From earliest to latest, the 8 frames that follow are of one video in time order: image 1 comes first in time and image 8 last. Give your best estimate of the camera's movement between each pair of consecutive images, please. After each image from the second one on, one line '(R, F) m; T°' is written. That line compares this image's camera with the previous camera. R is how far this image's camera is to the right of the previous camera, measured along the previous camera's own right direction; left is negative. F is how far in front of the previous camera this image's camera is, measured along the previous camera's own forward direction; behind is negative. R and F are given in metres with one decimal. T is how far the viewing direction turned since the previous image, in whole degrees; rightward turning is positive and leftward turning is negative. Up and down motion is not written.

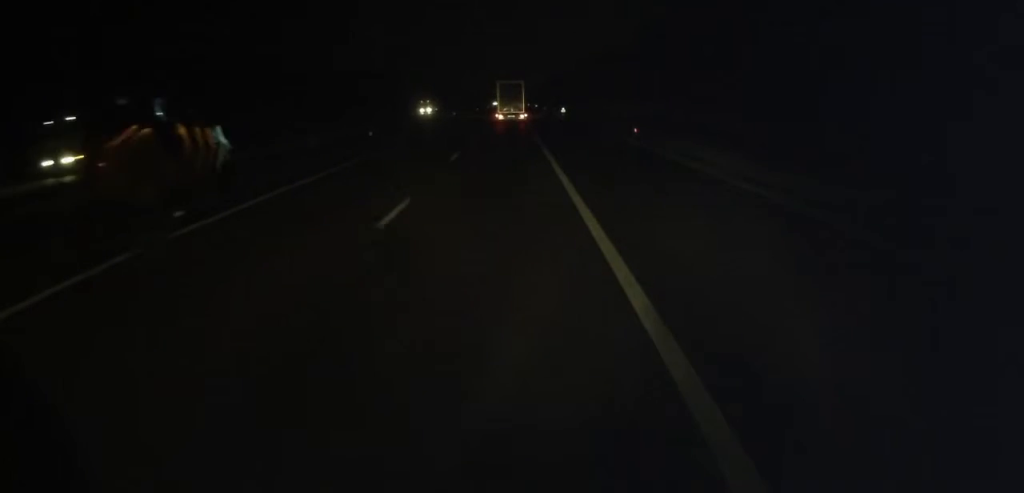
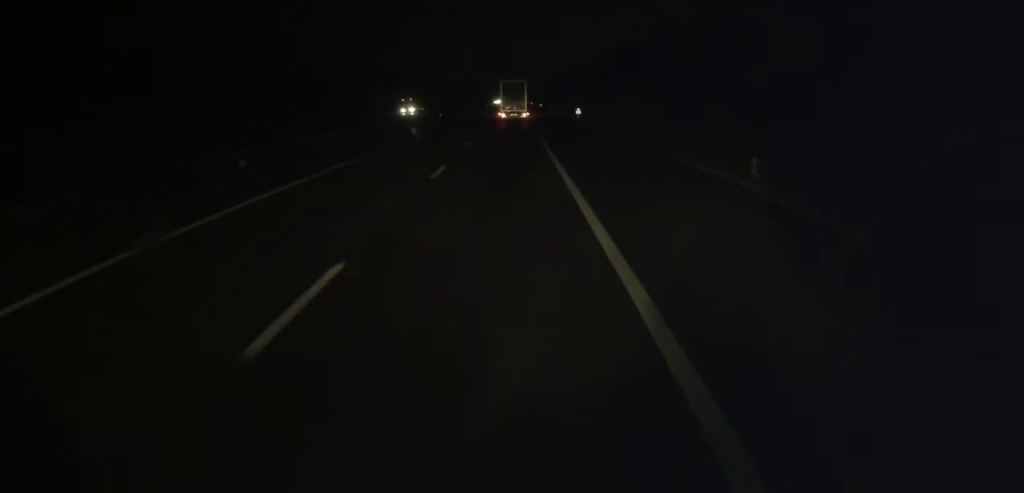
(0.0, +17.7) m; 0°
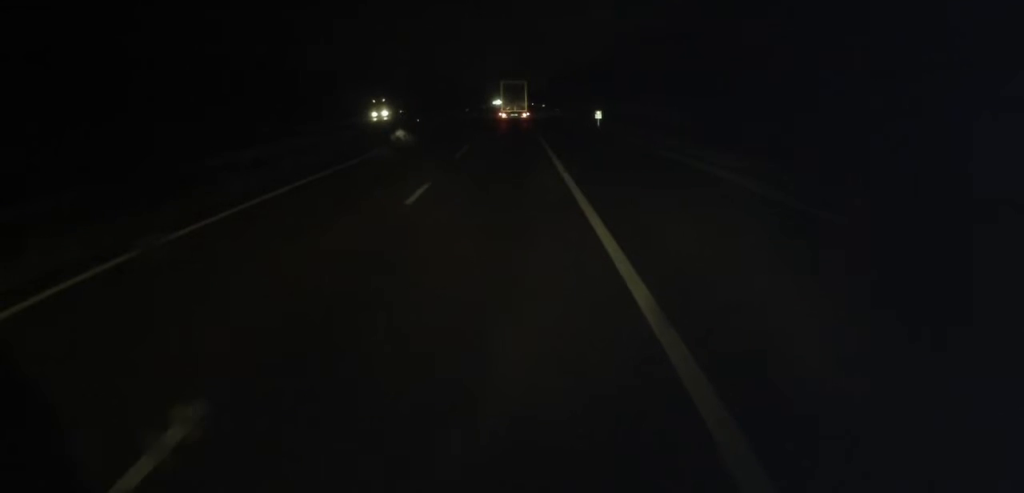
(0.0, +16.1) m; 0°
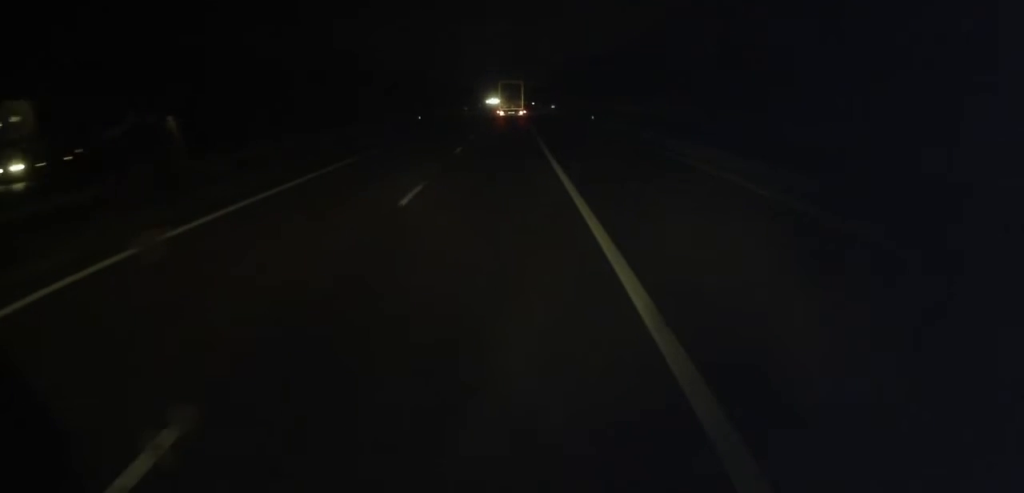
(-0.2, +48.3) m; -1°
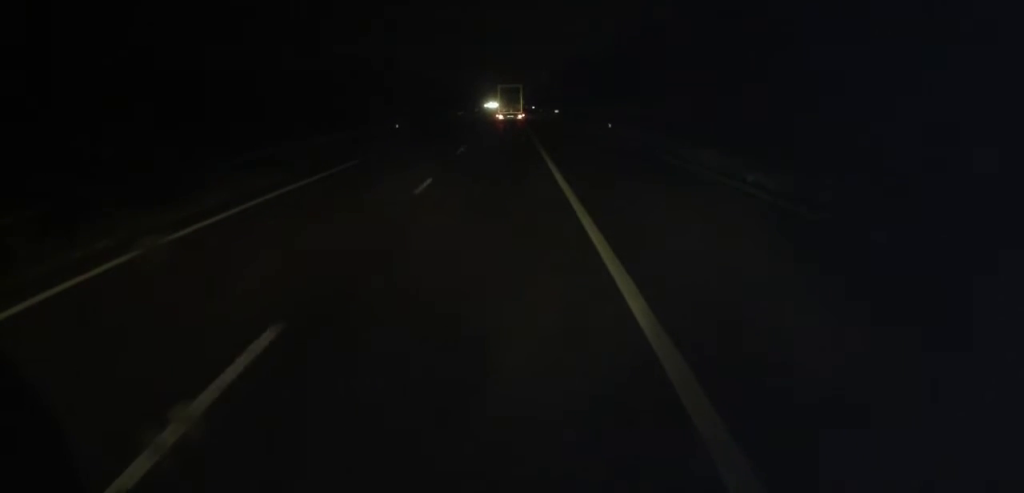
(-0.2, +10.0) m; 0°
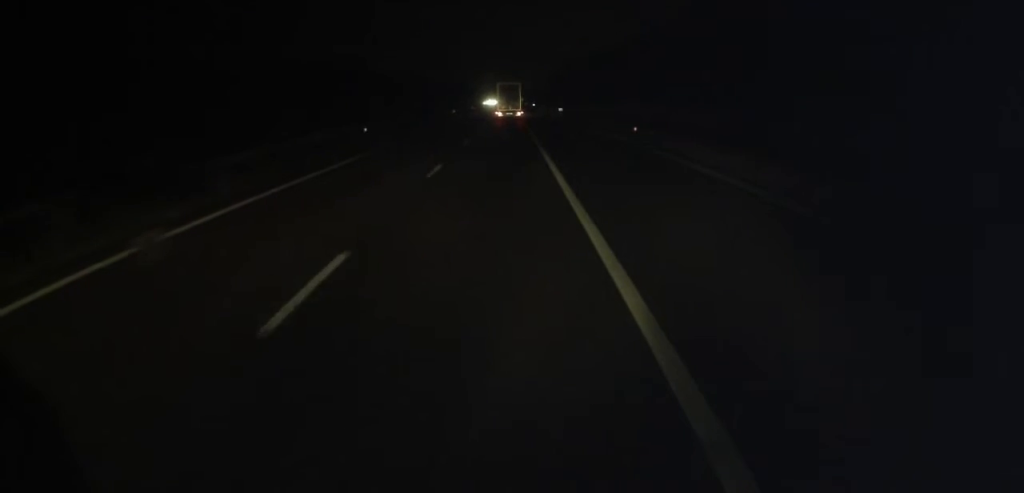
(-0.1, +9.2) m; 0°
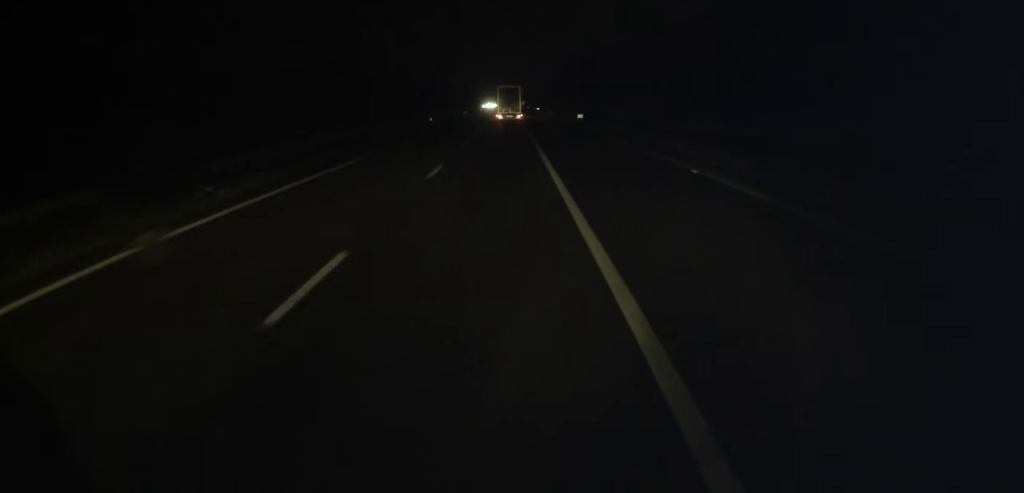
(+0.4, +23.8) m; +1°
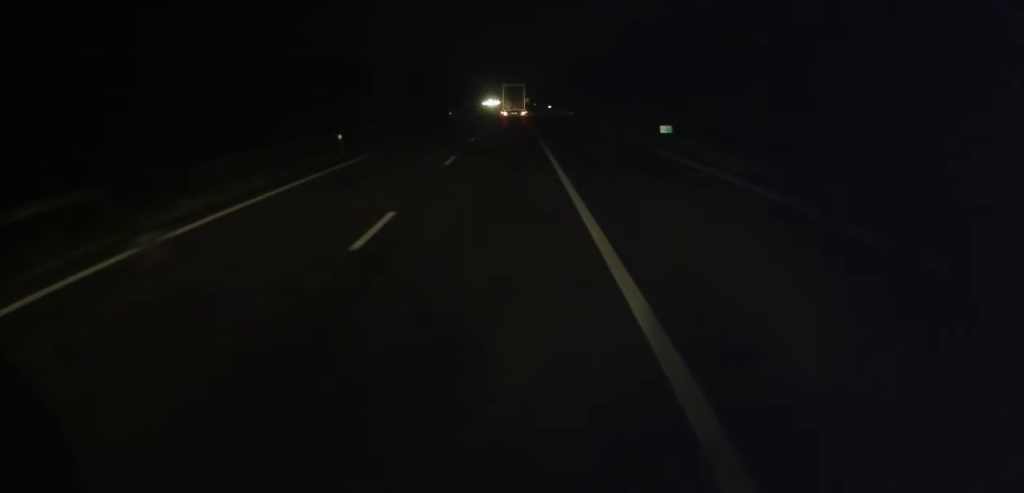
(-0.2, +33.2) m; 0°
